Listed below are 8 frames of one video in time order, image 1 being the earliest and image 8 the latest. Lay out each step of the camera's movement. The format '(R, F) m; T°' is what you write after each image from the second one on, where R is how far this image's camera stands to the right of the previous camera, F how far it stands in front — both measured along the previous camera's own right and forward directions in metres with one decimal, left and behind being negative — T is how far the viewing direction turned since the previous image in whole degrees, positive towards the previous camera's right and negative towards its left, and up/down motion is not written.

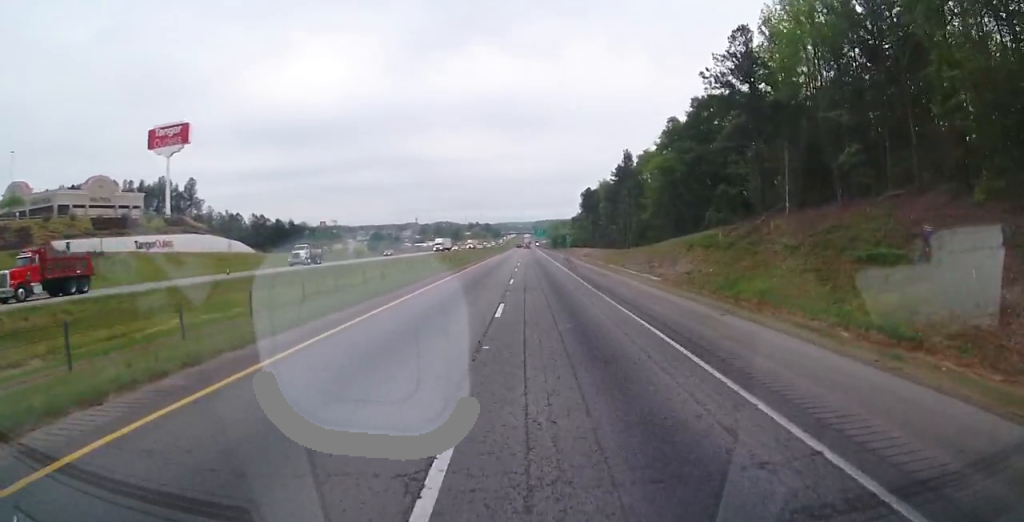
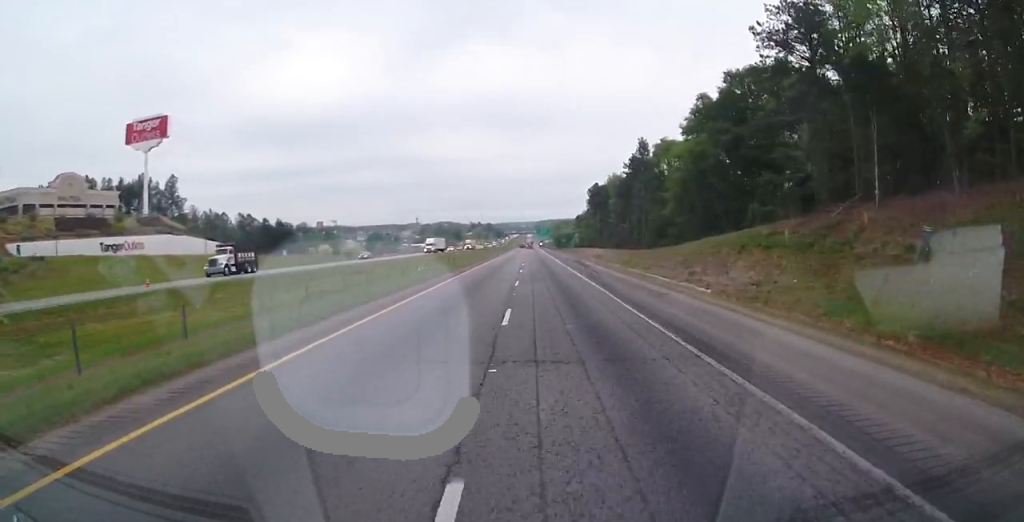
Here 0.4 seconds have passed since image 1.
(0.0, +13.6) m; 0°
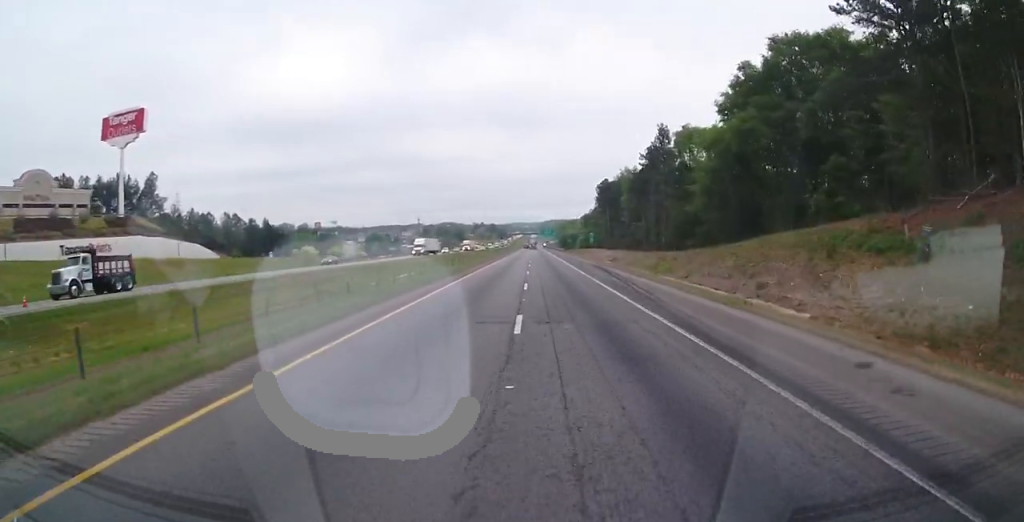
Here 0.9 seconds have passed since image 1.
(0.0, +13.6) m; 0°
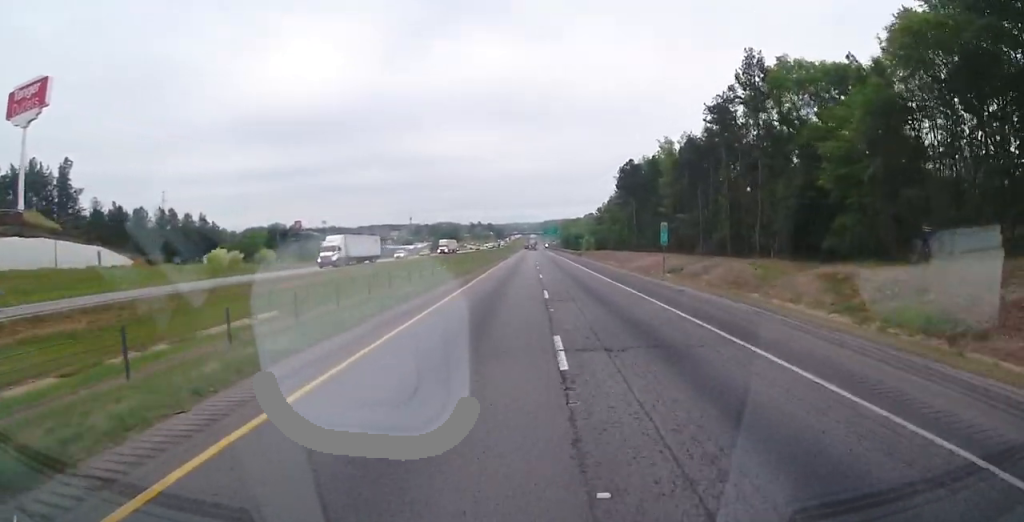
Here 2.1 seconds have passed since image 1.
(0.0, +39.8) m; 0°
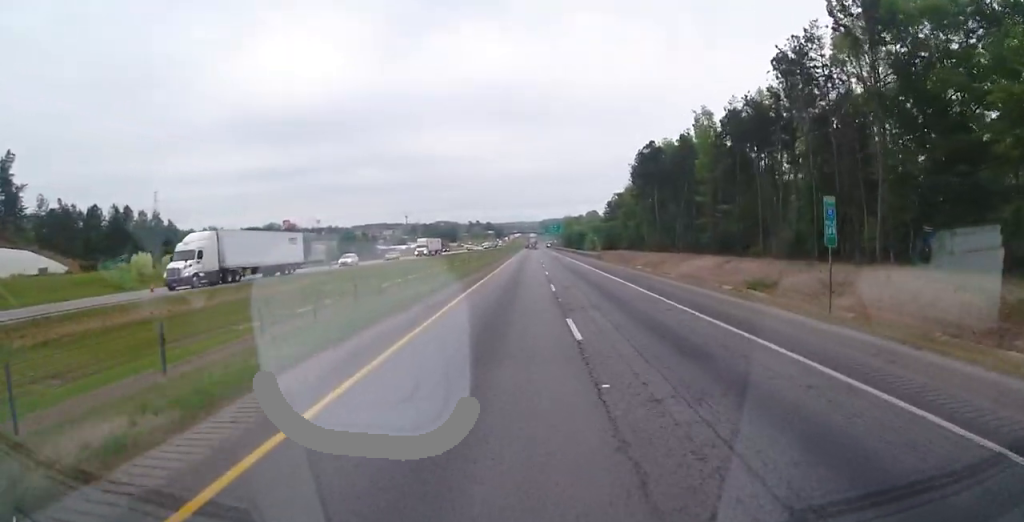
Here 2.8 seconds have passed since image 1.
(0.0, +21.5) m; 0°
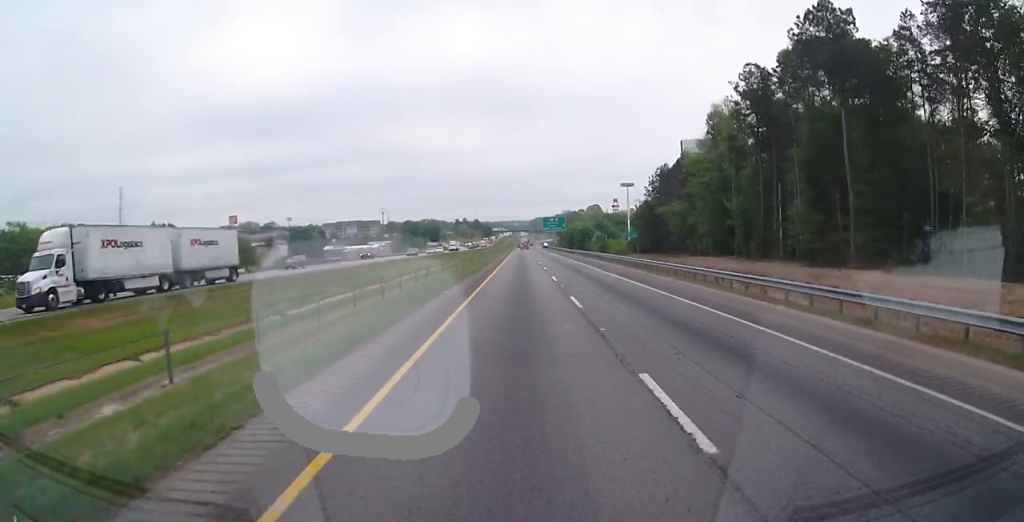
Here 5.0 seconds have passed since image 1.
(+0.1, +67.6) m; 0°
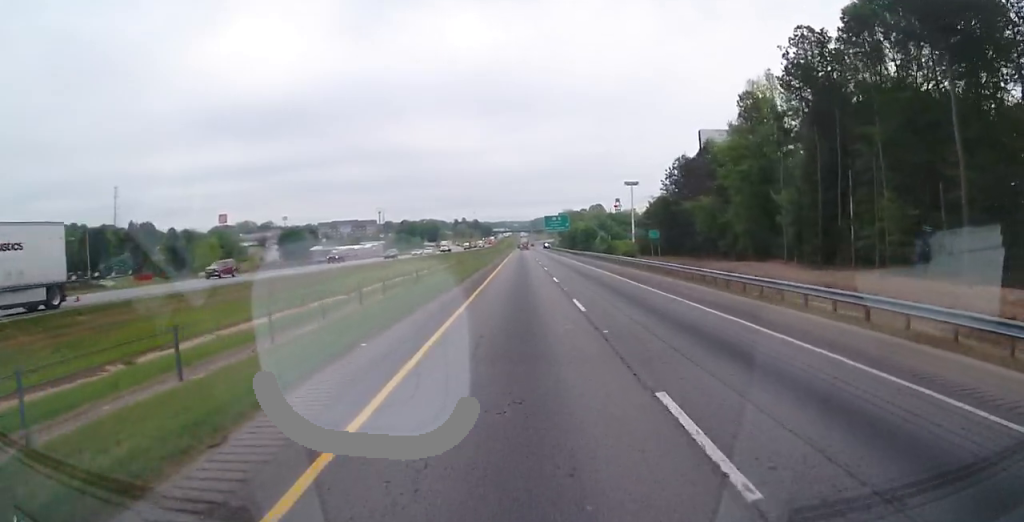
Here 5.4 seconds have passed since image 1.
(0.0, +12.9) m; 0°
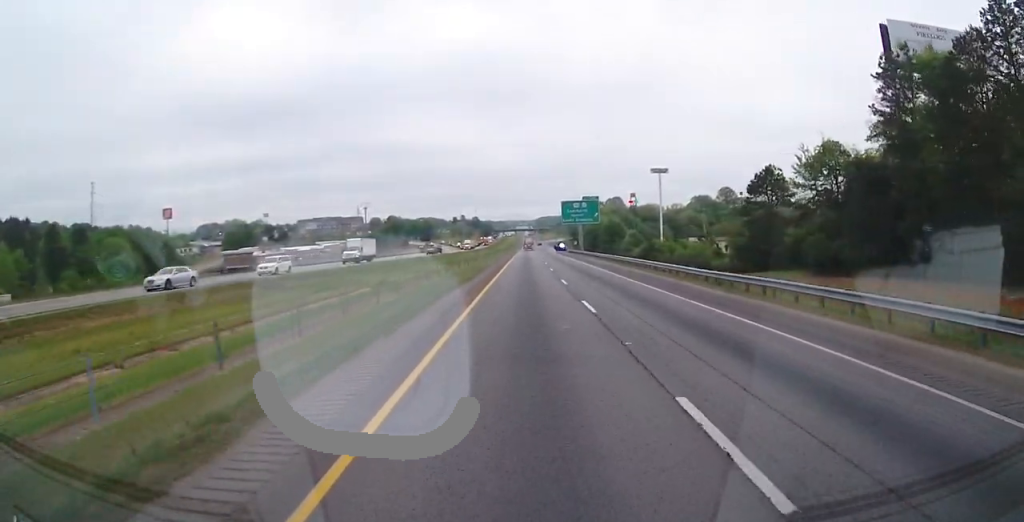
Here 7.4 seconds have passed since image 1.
(+0.3, +62.2) m; 0°
